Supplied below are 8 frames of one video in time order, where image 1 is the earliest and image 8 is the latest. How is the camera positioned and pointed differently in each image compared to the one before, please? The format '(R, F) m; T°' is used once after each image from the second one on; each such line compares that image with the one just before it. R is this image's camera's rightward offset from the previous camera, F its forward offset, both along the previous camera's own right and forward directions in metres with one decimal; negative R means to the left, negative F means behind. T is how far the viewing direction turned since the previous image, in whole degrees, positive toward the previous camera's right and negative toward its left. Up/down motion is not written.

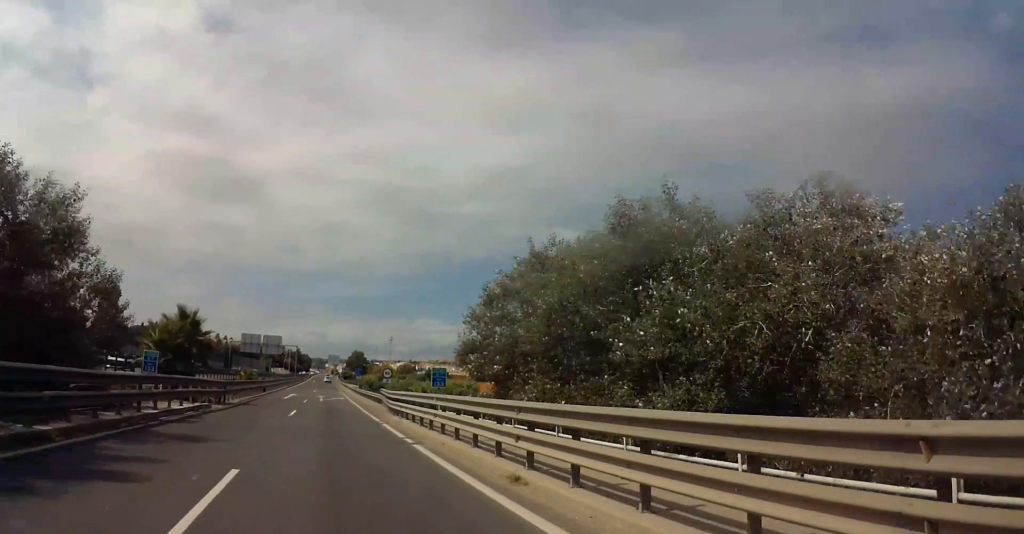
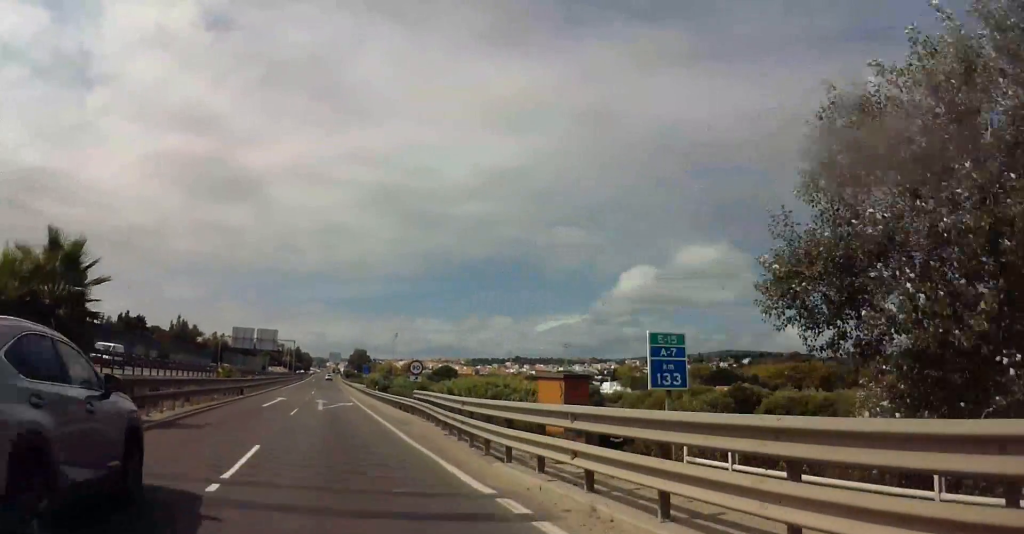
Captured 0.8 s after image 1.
(-0.1, +18.5) m; -1°
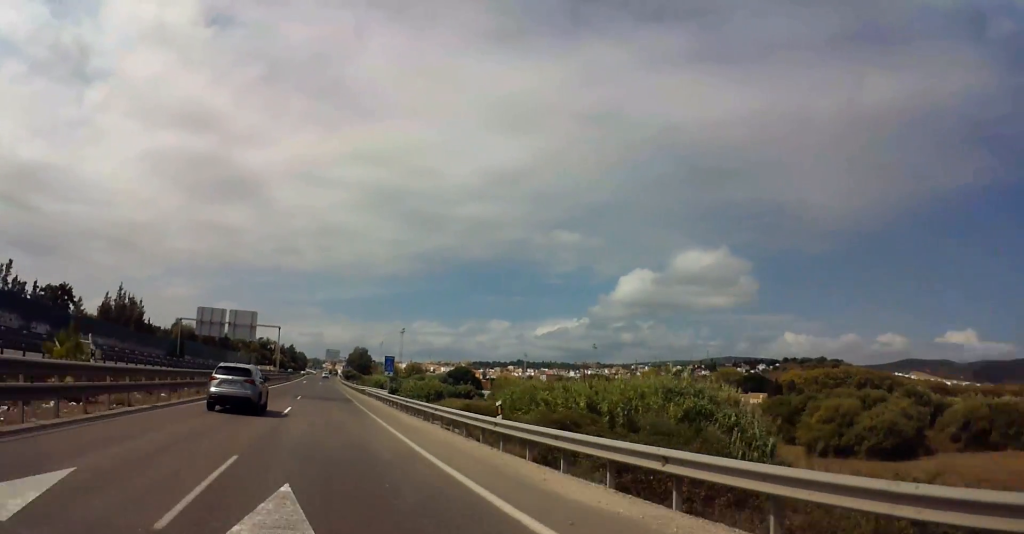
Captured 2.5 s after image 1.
(+0.2, +40.0) m; +1°
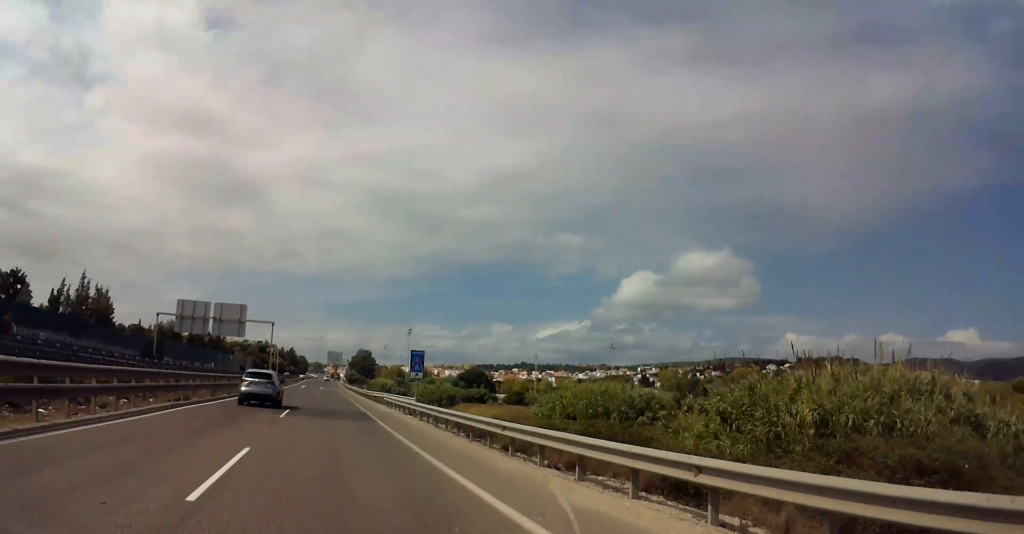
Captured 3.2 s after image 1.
(0.0, +16.8) m; 0°
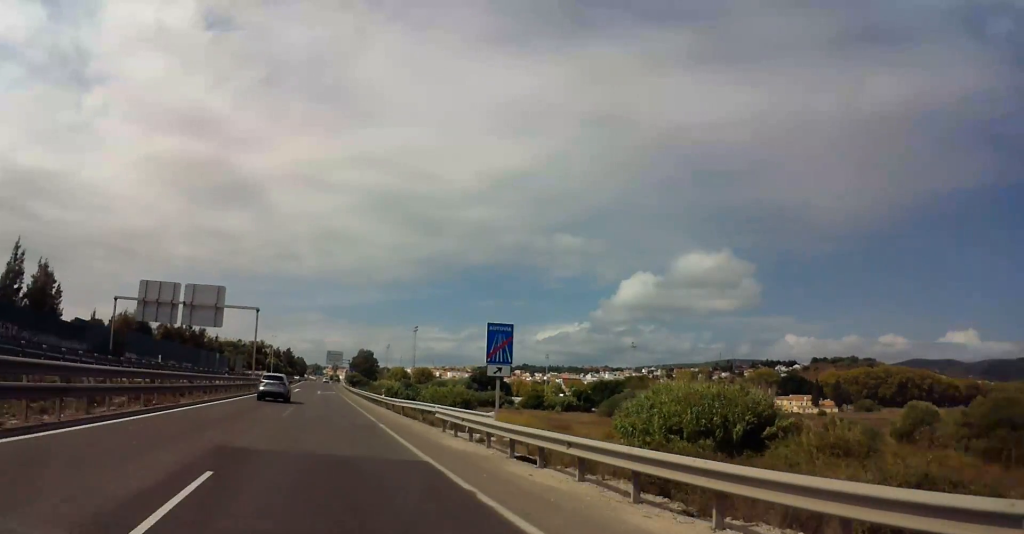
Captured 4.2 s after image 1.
(0.0, +21.6) m; 0°
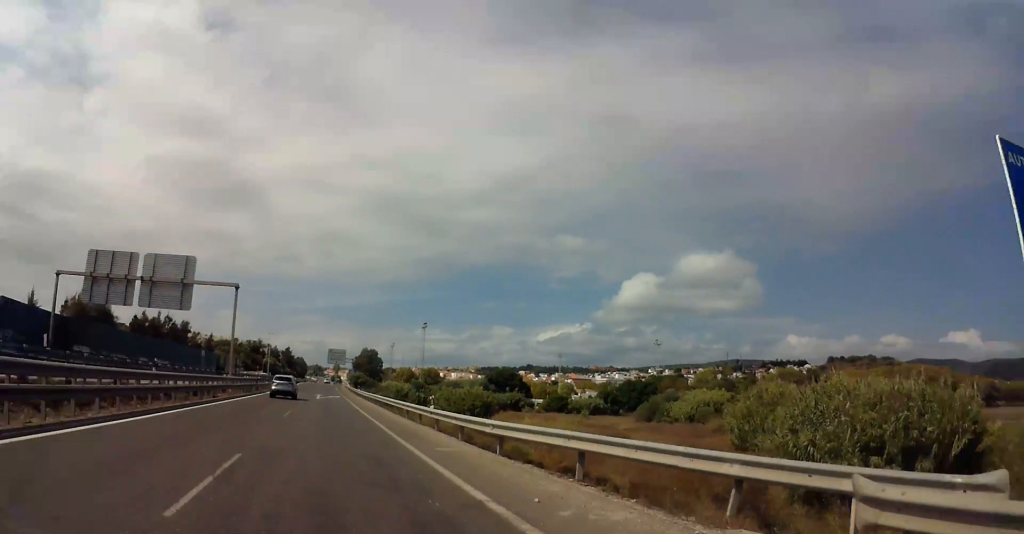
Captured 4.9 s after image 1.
(0.0, +18.0) m; -1°
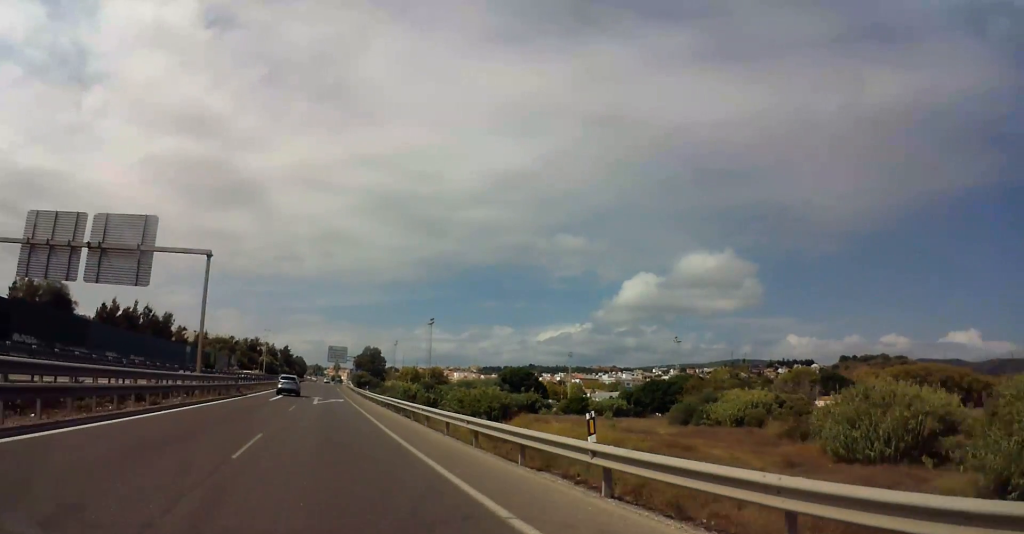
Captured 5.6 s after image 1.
(-0.3, +15.2) m; 0°
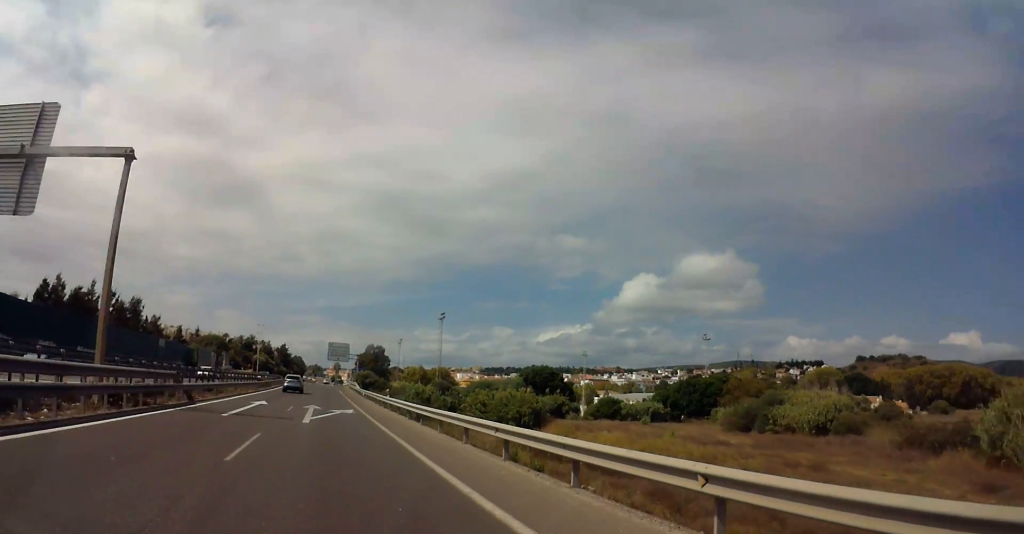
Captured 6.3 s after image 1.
(+0.1, +18.0) m; 0°
